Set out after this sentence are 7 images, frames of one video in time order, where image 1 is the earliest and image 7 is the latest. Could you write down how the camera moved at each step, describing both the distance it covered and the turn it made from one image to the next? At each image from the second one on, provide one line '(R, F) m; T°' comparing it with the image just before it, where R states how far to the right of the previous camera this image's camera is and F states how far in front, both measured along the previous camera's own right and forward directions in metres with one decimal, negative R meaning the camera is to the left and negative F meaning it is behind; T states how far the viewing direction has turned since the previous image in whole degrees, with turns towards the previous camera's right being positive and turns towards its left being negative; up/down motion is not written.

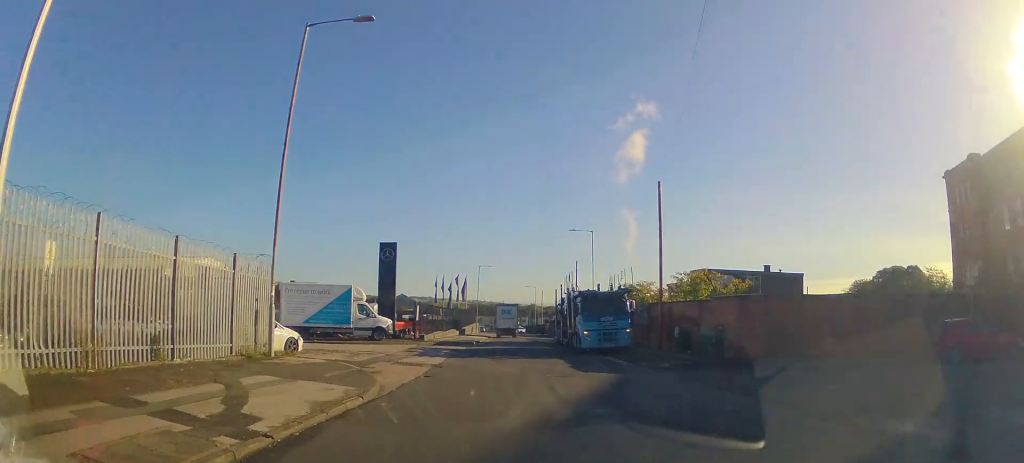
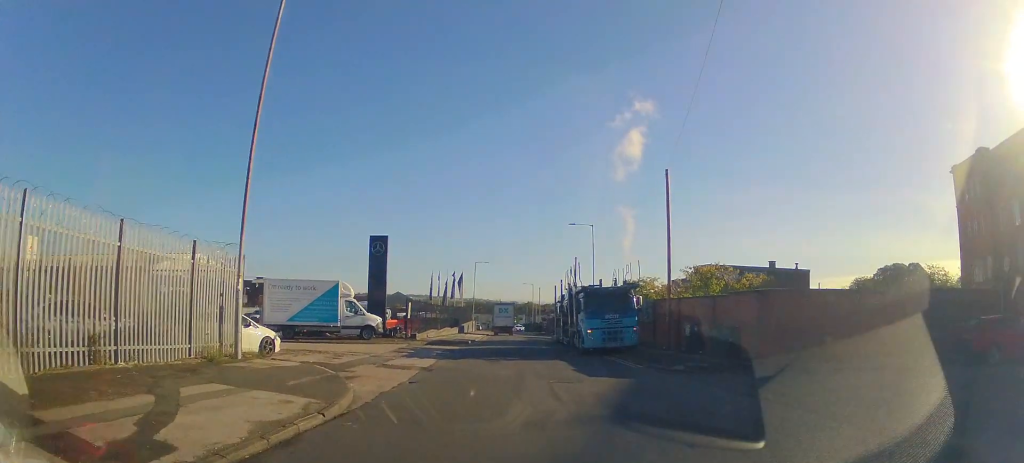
(-0.3, +1.9) m; +1°
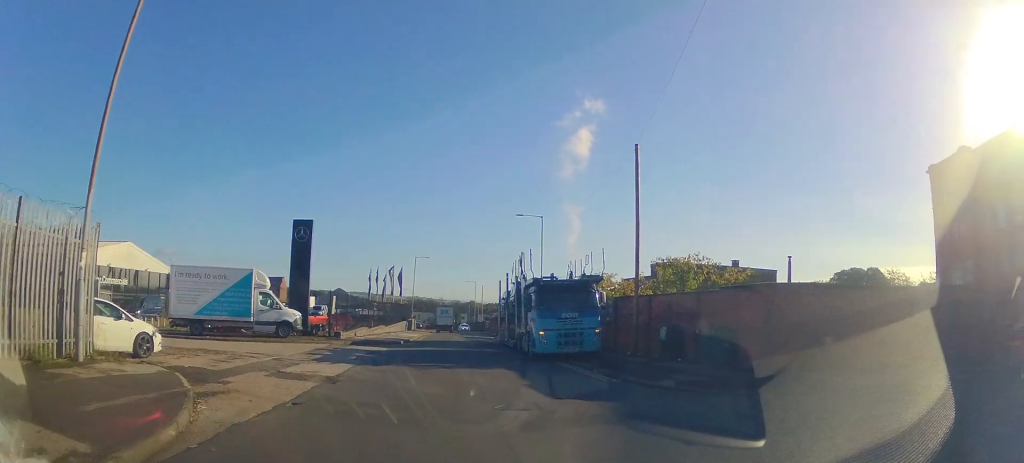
(+0.6, +4.3) m; +22°
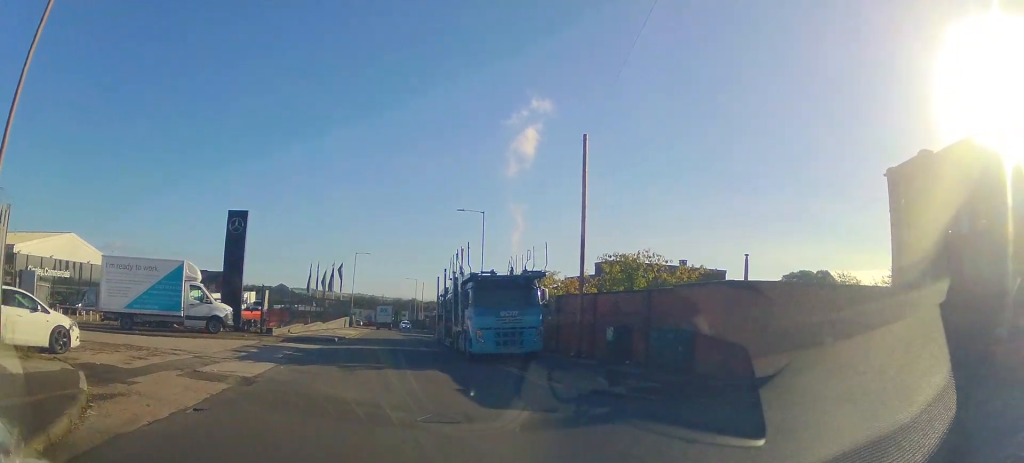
(+0.1, +1.2) m; +15°
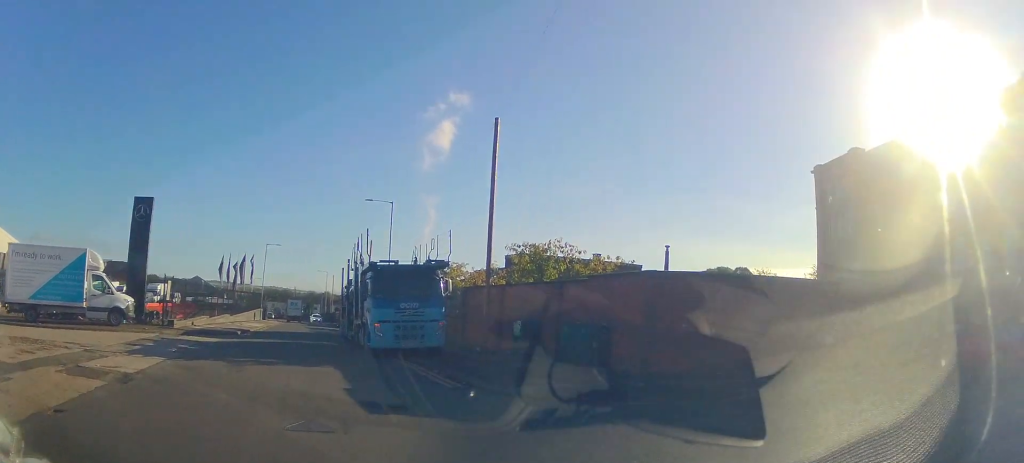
(-0.1, +1.1) m; +14°
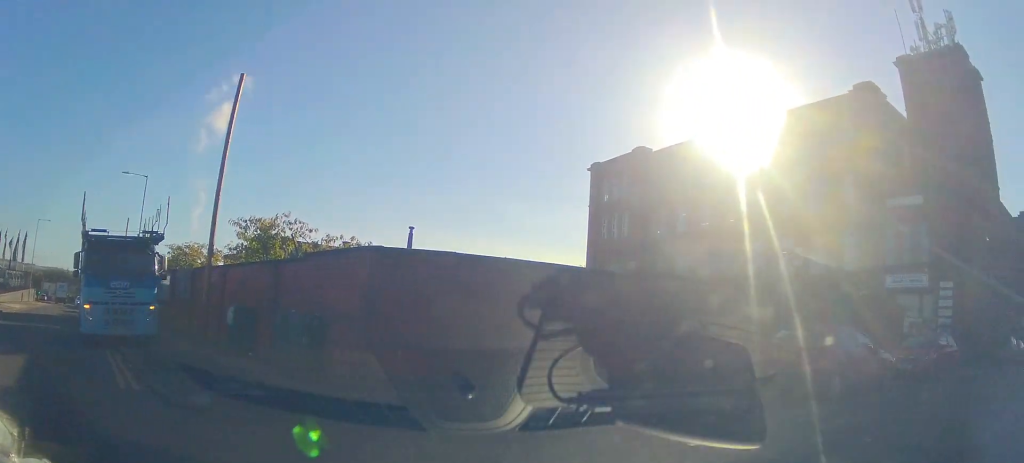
(+1.0, +2.8) m; +27°
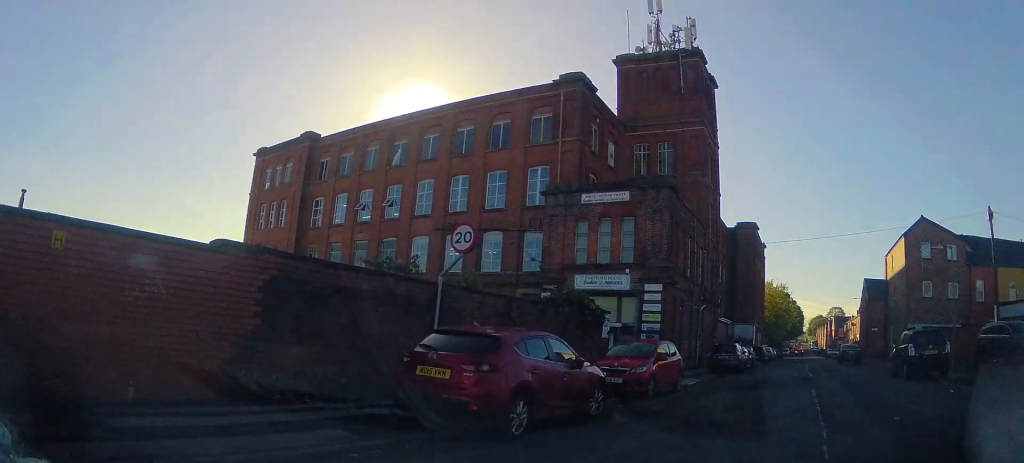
(+0.5, +3.6) m; +14°
